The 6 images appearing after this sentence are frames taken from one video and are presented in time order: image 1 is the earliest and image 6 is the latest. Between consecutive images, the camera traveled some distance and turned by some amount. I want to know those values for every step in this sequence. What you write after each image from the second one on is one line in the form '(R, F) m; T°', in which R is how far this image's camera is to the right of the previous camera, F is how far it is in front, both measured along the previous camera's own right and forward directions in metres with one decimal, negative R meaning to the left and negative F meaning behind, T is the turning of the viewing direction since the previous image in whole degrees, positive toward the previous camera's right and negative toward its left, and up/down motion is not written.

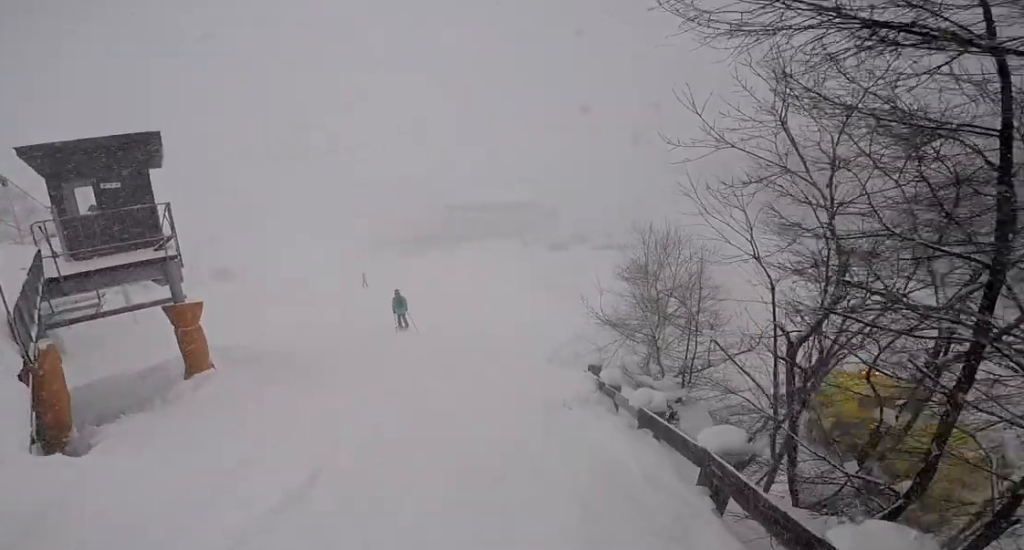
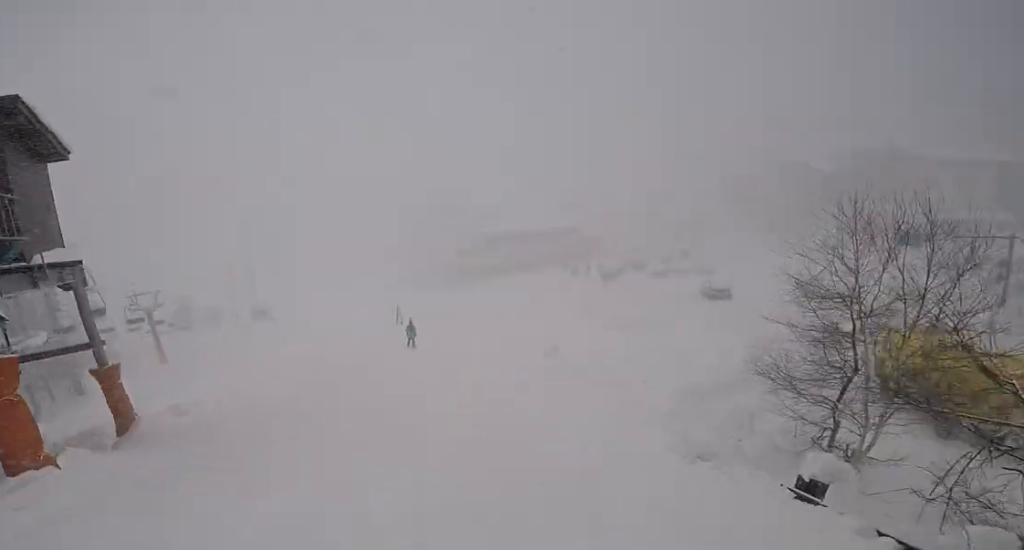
(+0.8, +6.3) m; -1°
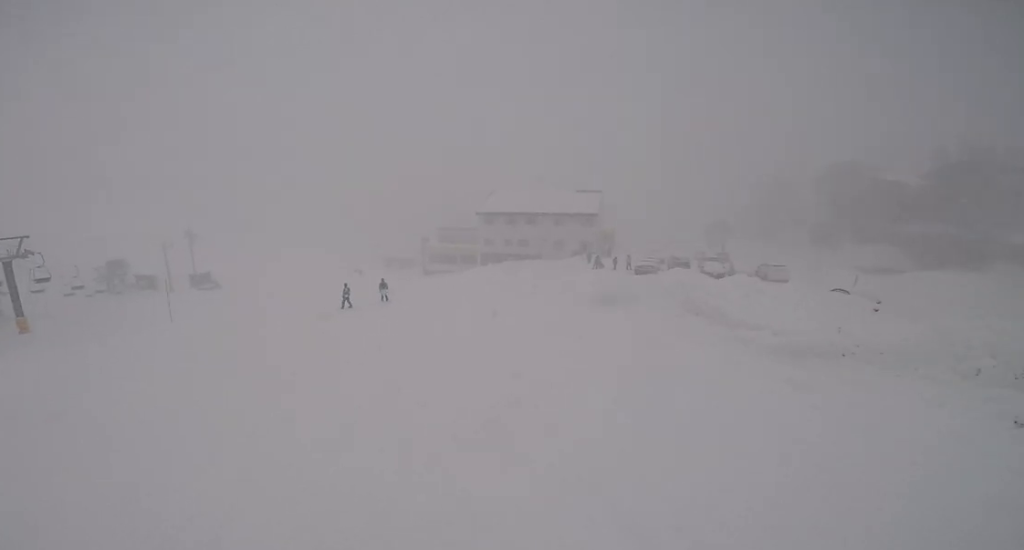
(-2.7, +13.4) m; -8°
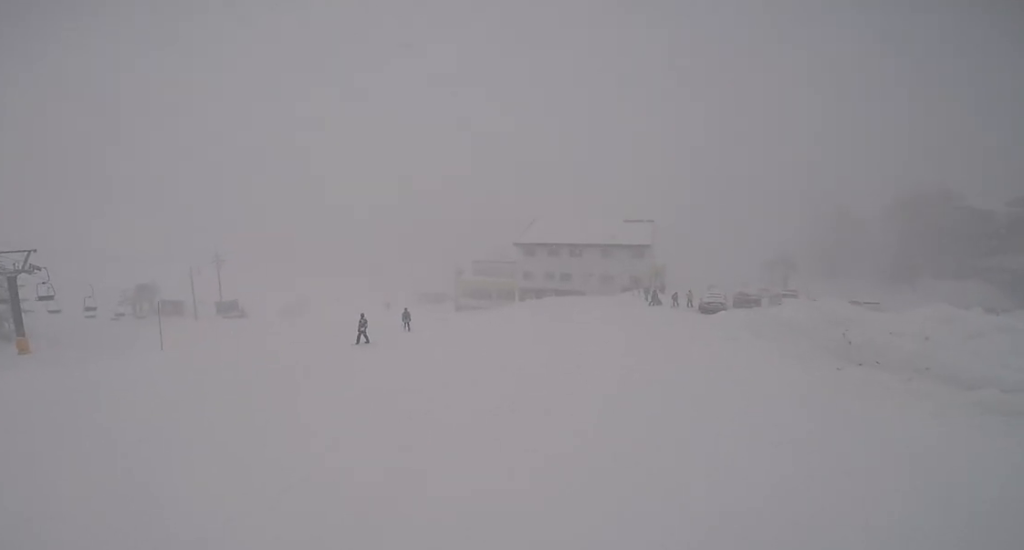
(+0.2, +4.3) m; +2°
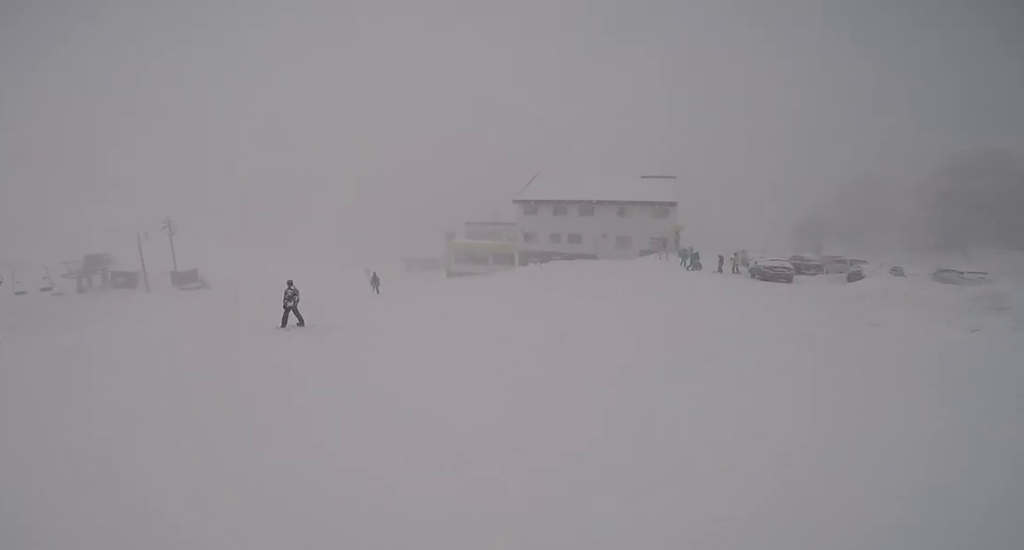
(0.0, +7.9) m; -3°
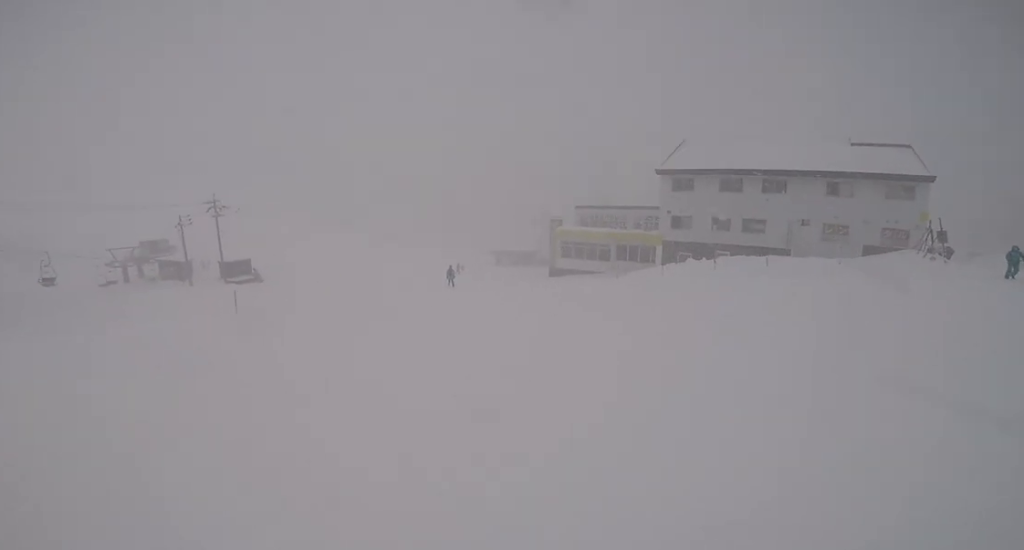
(-1.7, +13.7) m; -15°
